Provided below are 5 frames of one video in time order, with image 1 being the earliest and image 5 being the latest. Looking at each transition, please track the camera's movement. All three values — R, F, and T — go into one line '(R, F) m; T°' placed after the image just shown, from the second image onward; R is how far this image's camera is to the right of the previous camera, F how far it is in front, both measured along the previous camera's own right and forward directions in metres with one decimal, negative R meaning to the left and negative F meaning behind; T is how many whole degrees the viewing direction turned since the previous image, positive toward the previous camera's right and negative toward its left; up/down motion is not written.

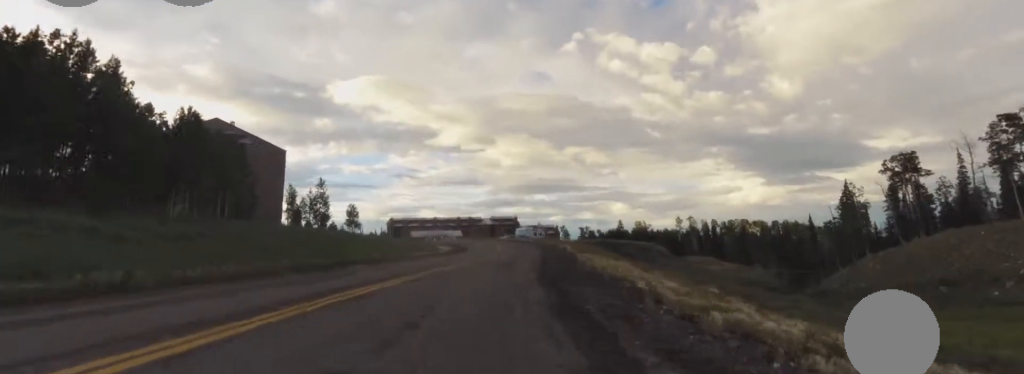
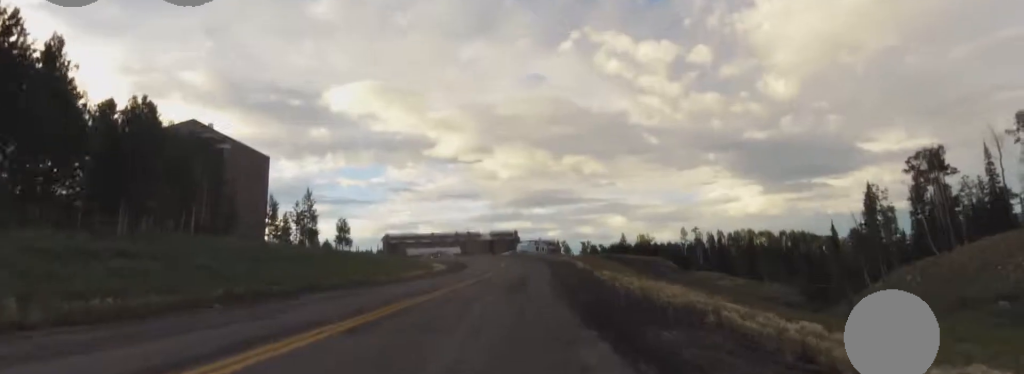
(0.0, +6.6) m; 0°
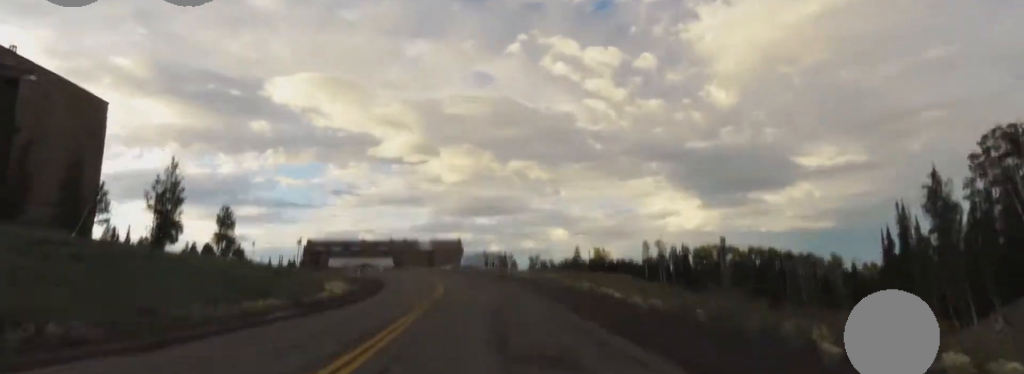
(0.0, +26.8) m; +1°
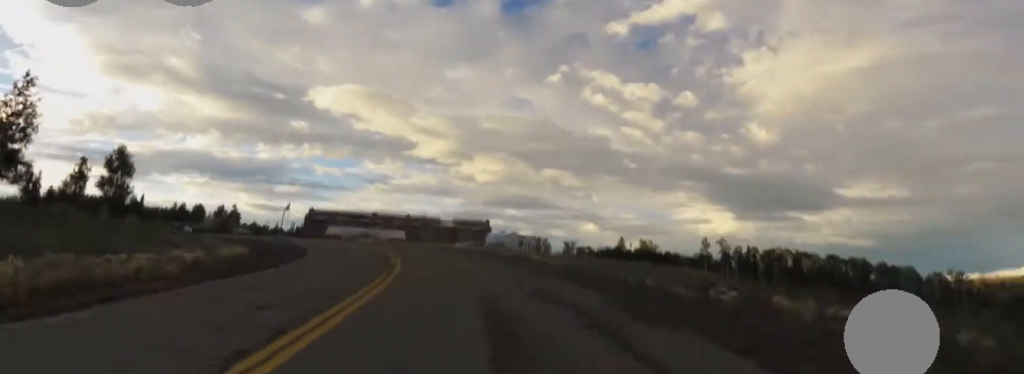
(-1.9, +30.0) m; -5°
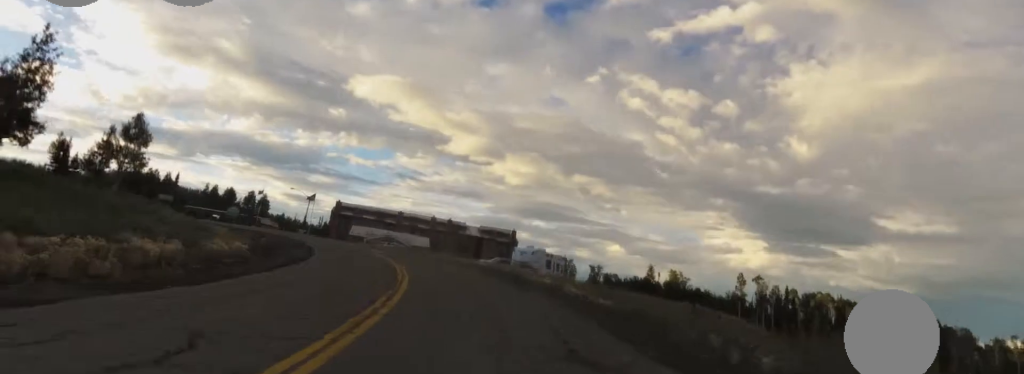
(+0.5, +4.6) m; 0°
